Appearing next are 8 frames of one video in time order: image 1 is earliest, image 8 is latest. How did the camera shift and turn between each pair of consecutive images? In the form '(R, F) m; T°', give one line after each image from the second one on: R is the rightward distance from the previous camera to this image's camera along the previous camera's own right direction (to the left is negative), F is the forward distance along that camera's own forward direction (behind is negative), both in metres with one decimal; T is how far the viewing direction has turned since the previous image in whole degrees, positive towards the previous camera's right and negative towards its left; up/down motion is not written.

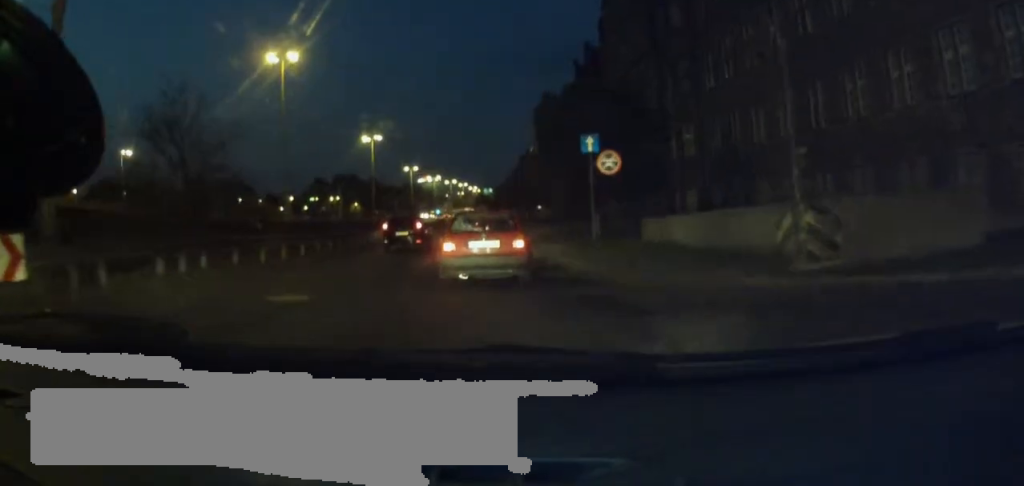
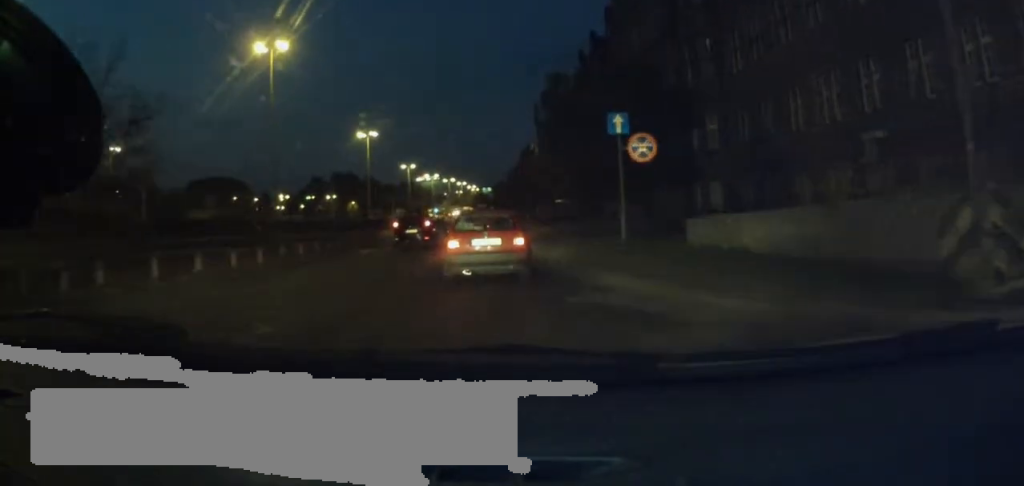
(0.0, +3.6) m; -2°
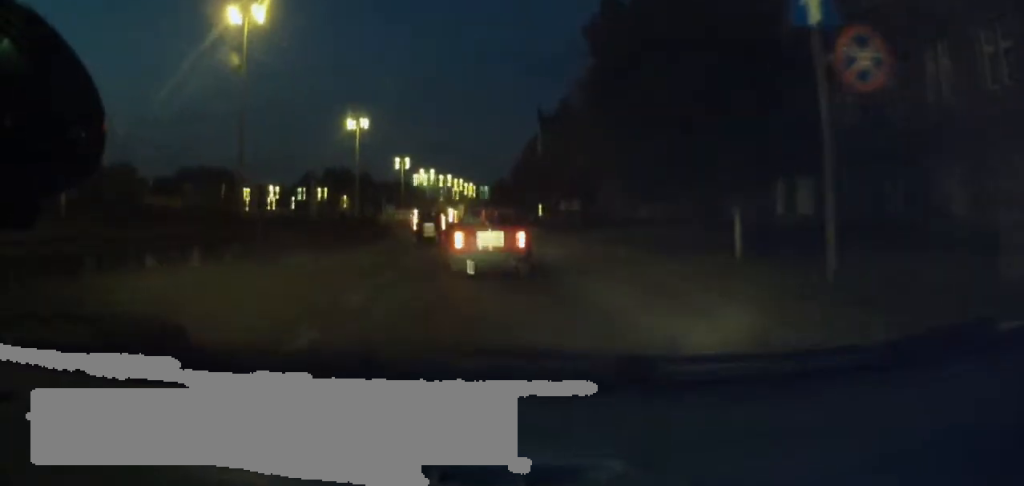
(-0.3, +8.6) m; -3°
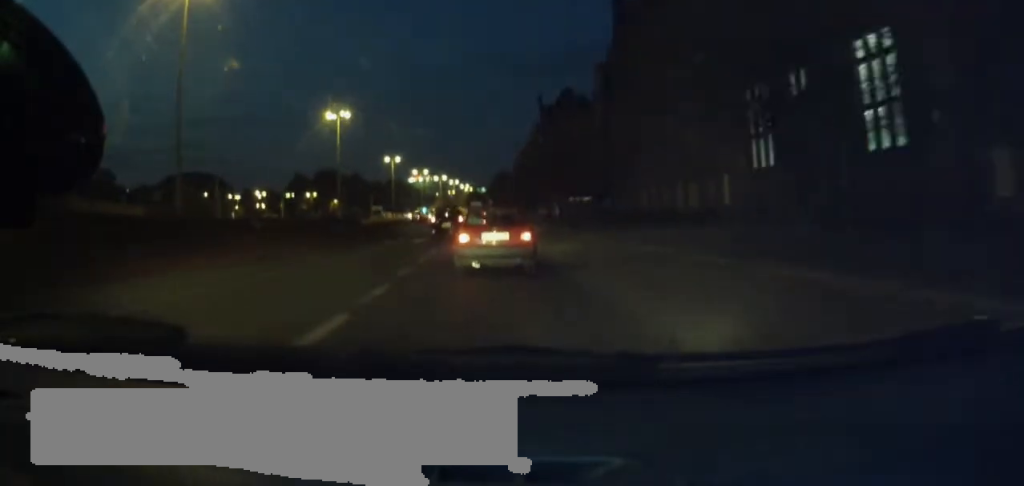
(0.0, +12.1) m; 0°
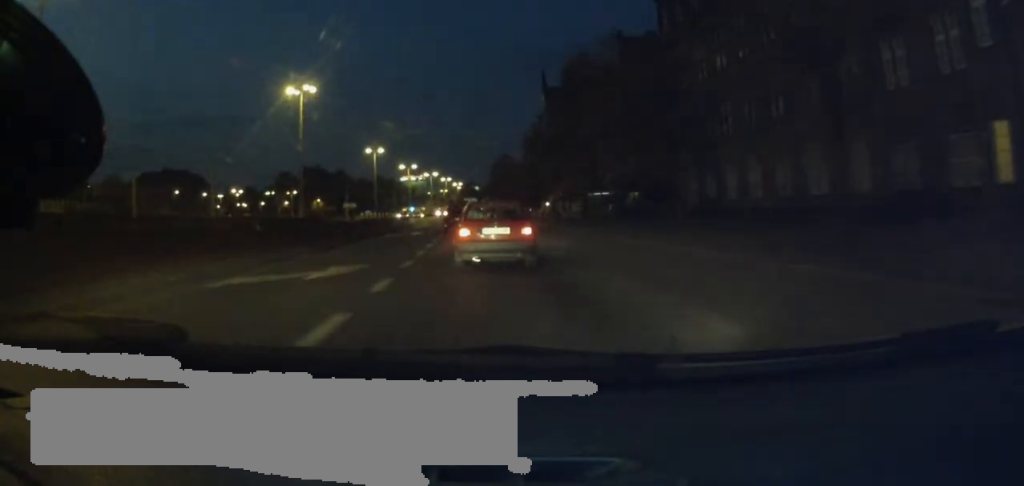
(-0.1, +19.9) m; +2°
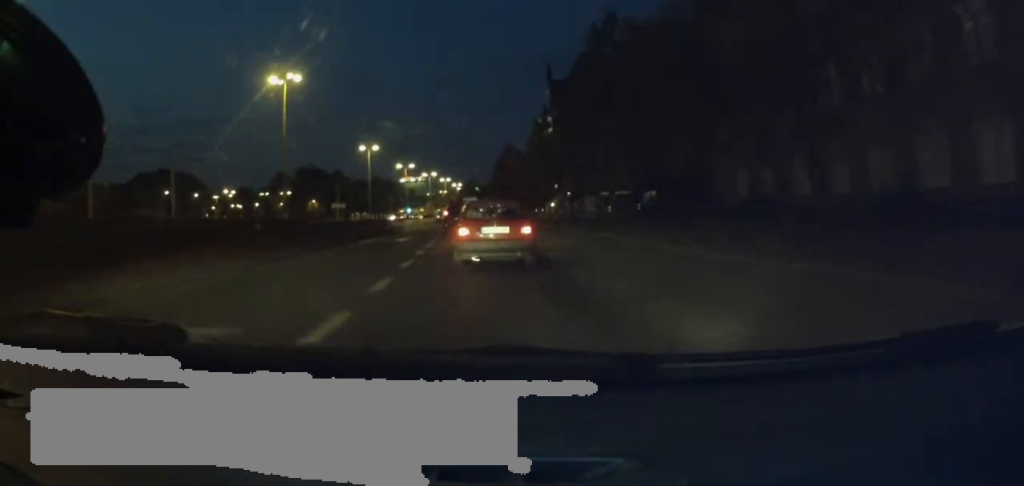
(+0.3, +8.3) m; +1°
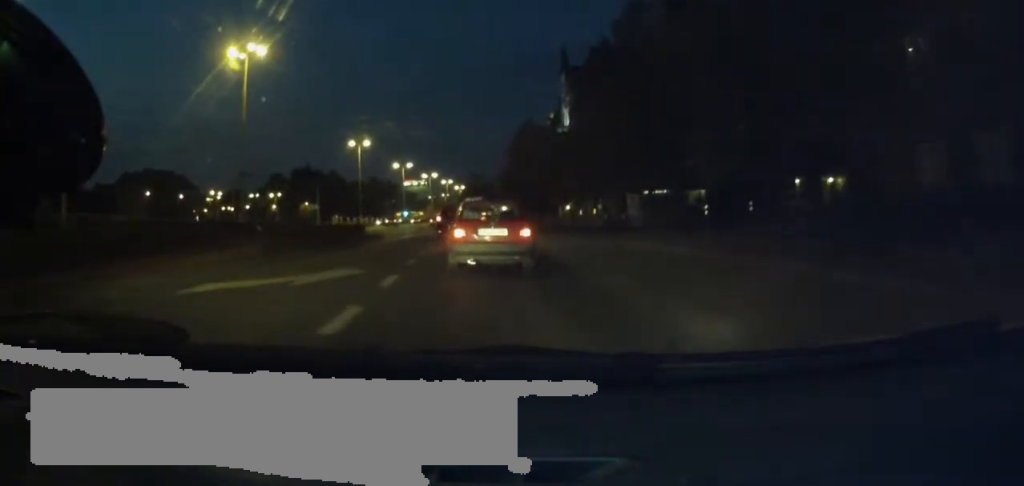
(+0.2, +16.0) m; 0°
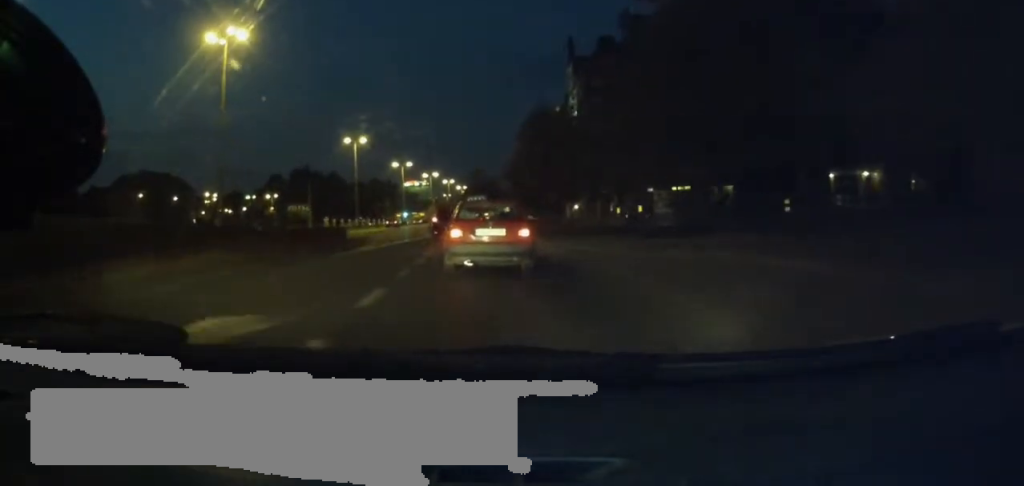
(0.0, +6.4) m; 0°
